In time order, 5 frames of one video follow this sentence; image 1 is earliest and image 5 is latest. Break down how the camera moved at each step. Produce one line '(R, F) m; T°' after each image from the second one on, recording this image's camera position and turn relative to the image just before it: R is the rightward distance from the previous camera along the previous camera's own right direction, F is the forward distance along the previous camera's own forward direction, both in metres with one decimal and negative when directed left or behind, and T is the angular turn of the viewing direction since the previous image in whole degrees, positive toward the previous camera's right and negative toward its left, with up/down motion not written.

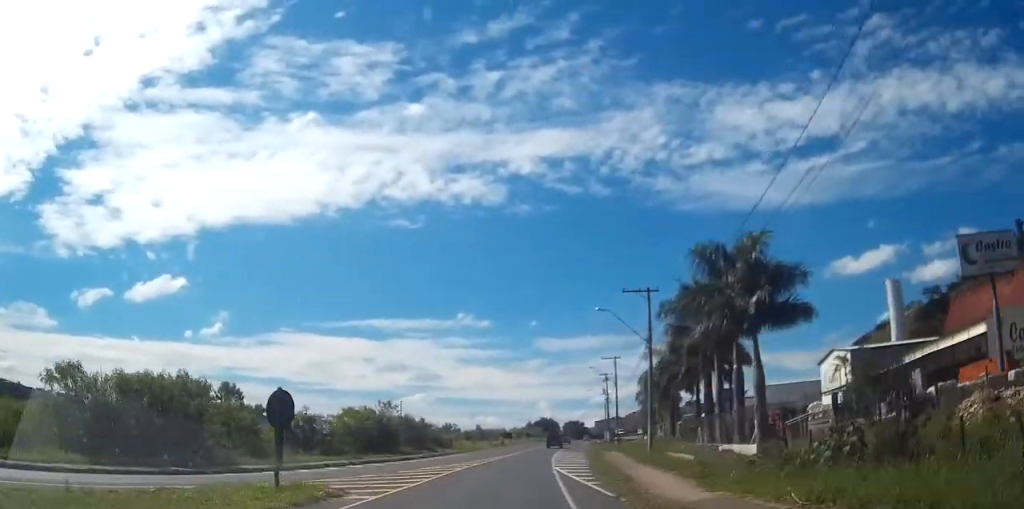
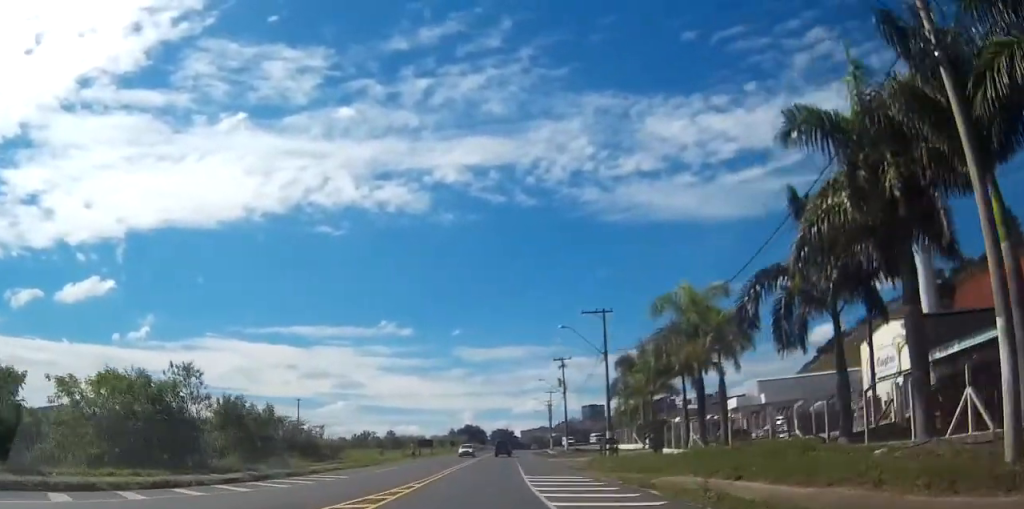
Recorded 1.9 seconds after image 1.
(+0.9, +31.2) m; +5°
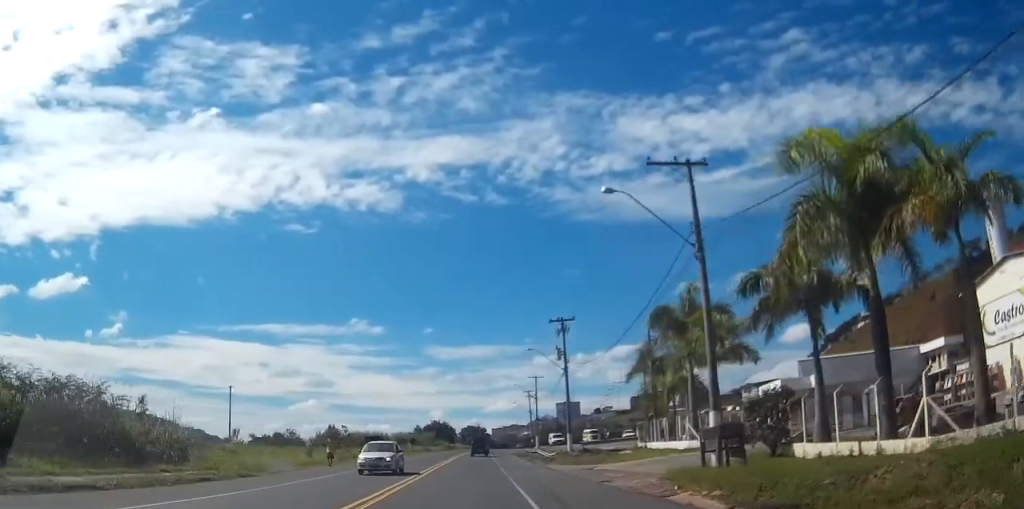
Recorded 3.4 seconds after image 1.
(+0.9, +24.6) m; +3°
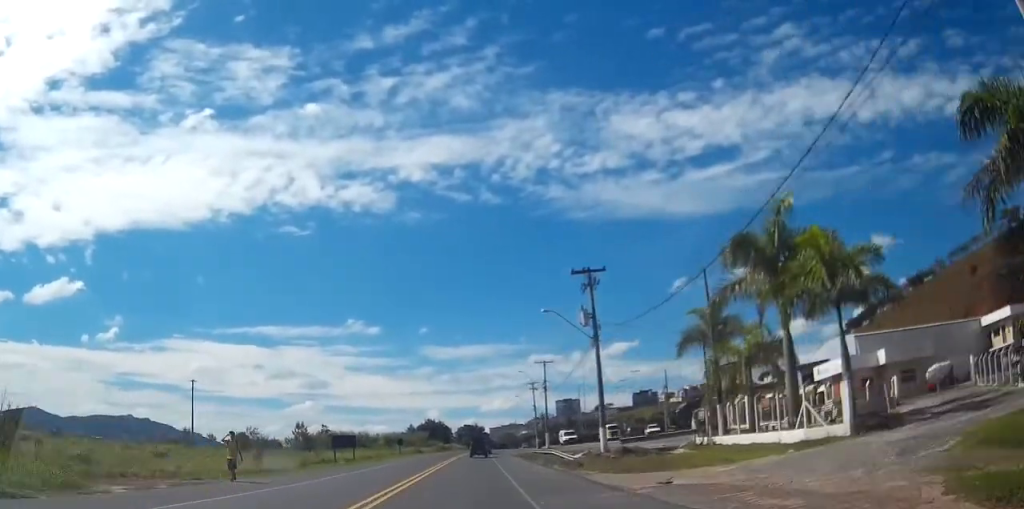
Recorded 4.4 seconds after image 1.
(+0.1, +15.6) m; 0°
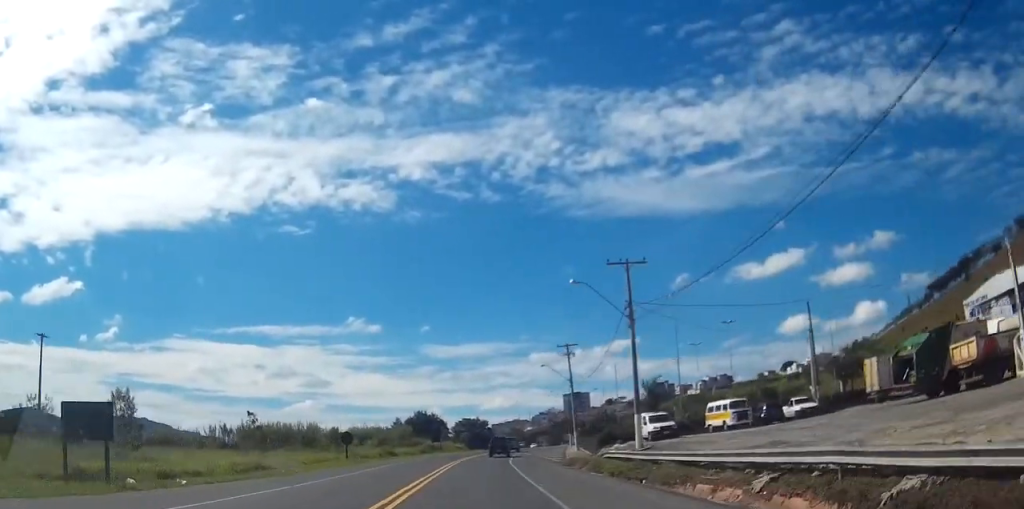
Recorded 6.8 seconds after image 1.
(-0.1, +41.6) m; 0°
